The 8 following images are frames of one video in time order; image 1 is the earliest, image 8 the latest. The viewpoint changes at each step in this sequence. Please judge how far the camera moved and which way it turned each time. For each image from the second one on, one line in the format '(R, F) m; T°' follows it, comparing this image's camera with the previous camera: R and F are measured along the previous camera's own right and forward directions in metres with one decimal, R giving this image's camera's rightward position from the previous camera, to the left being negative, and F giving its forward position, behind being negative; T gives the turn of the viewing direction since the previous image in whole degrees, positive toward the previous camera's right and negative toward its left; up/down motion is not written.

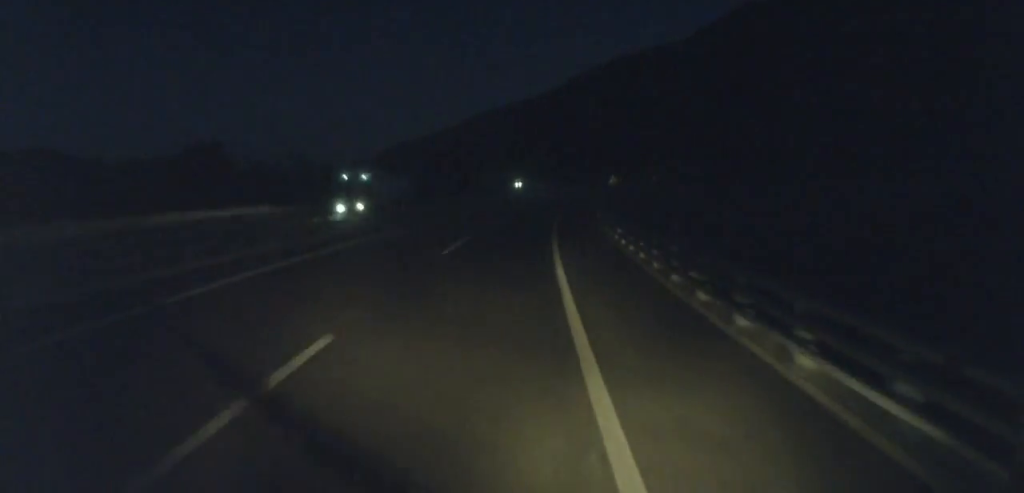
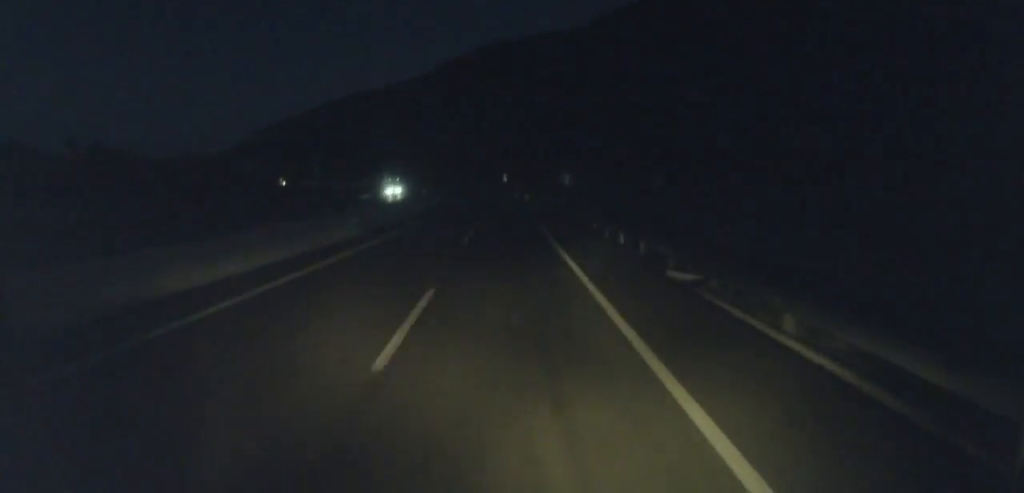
(+14.2, +110.8) m; +10°
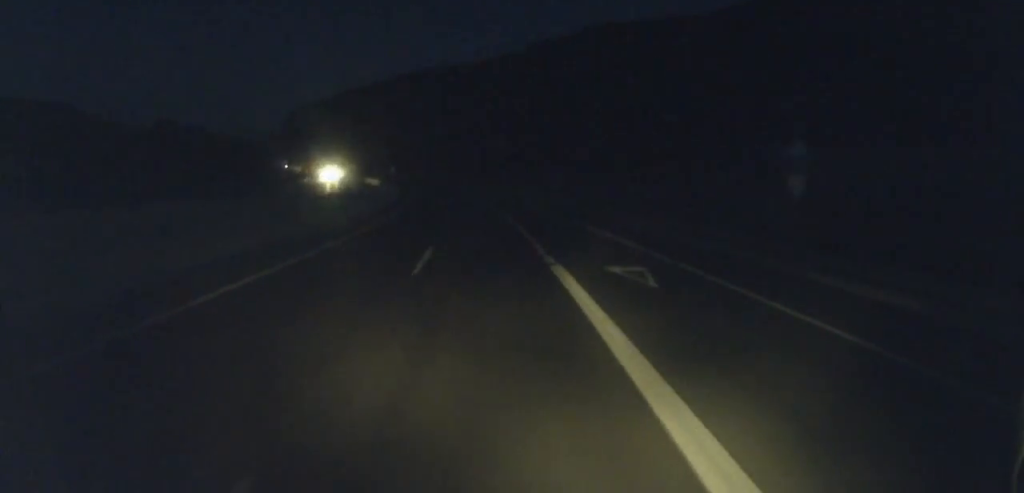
(+4.4, +131.8) m; -3°
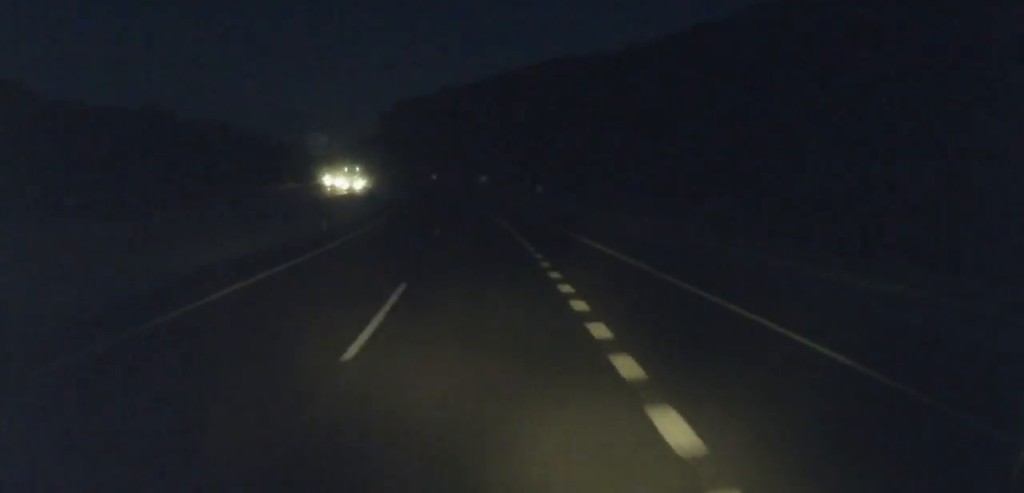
(-10.2, +111.8) m; -12°
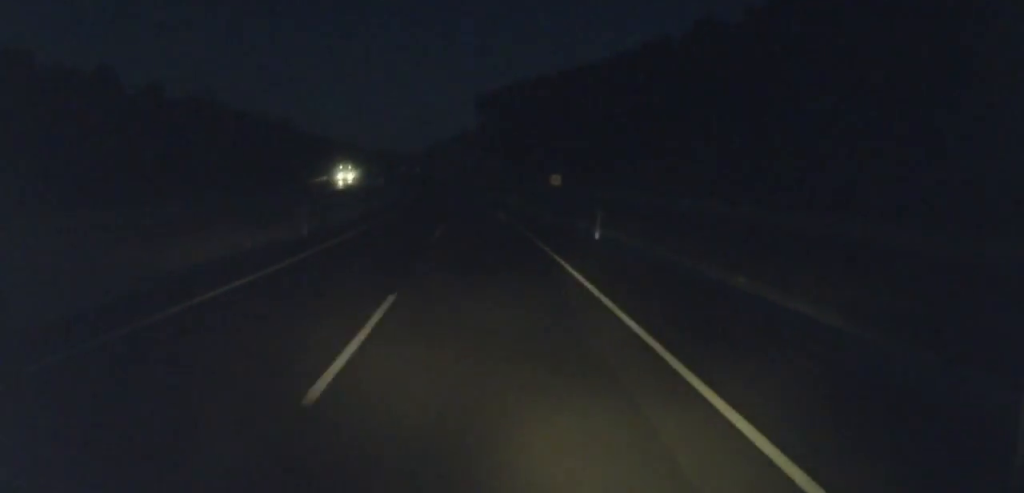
(-10.2, +104.2) m; -11°
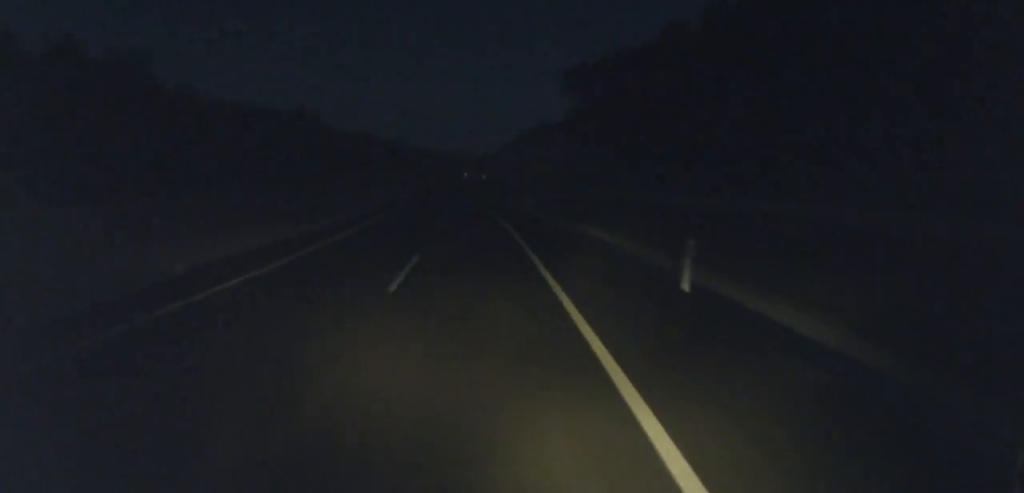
(-6.1, +78.2) m; -8°
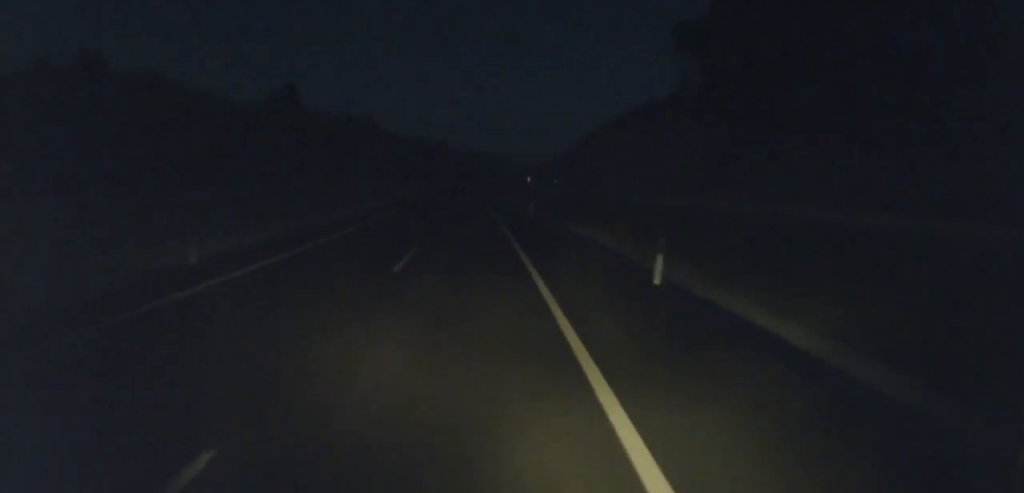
(-3.5, +65.1) m; -5°
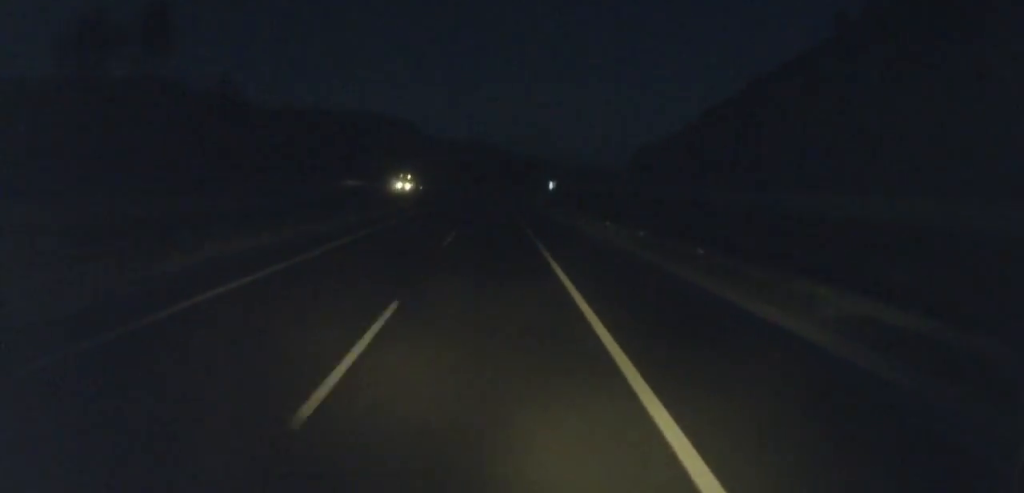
(-4.3, +78.5) m; -4°
